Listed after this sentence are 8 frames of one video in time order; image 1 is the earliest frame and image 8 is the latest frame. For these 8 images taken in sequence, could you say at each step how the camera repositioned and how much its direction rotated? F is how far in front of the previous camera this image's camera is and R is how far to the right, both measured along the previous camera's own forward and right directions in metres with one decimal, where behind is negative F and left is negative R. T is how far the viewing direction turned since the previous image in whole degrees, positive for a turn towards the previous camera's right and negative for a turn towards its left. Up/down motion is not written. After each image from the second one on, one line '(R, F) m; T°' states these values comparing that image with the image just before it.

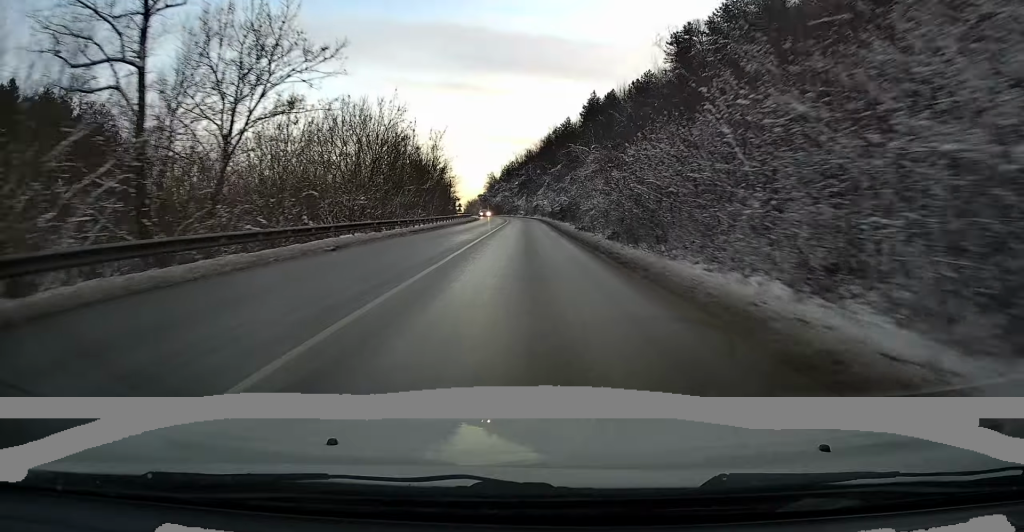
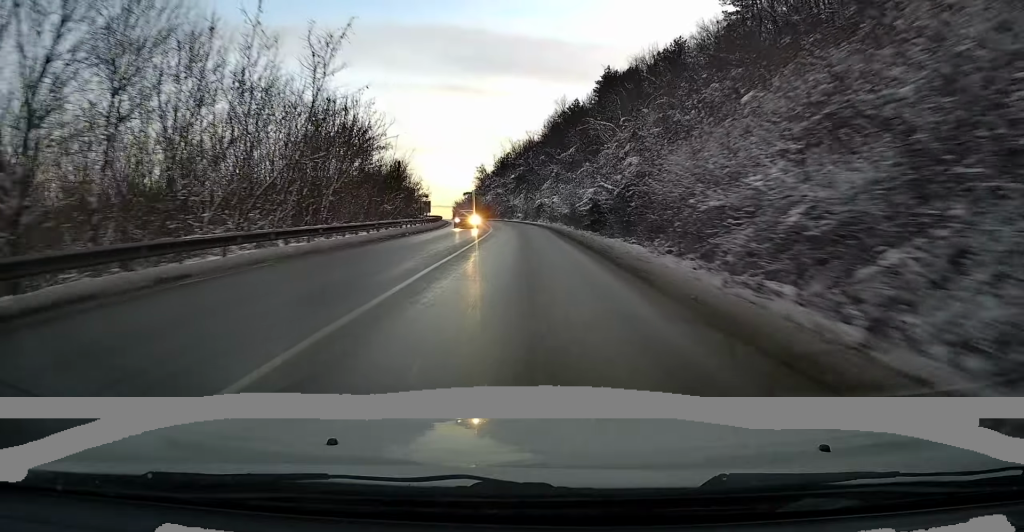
(-0.4, +34.9) m; -1°
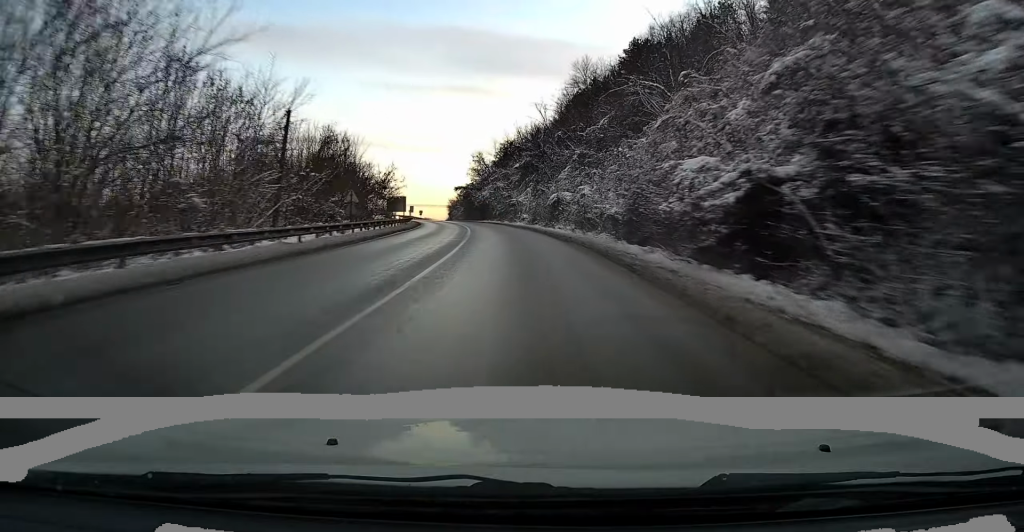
(+0.1, +26.2) m; -1°
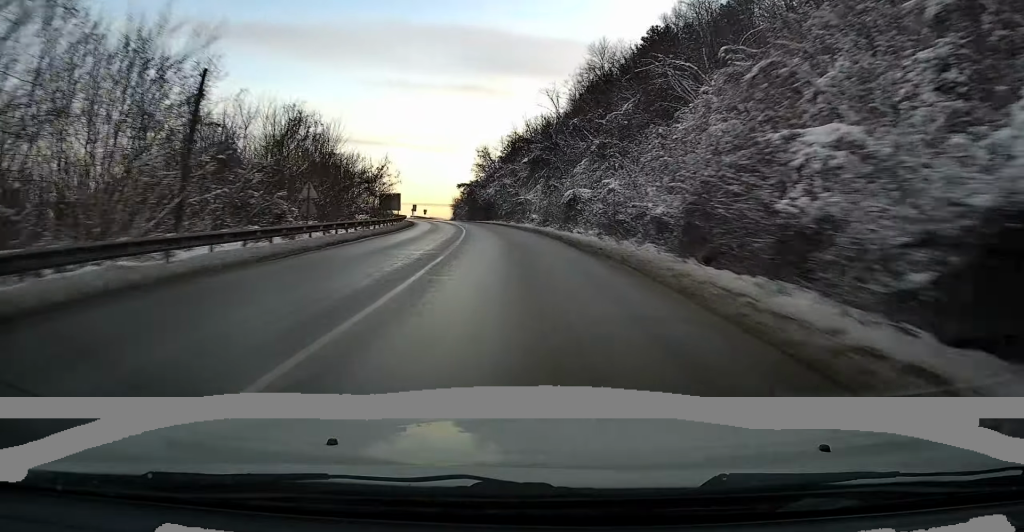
(+0.1, +8.4) m; -1°
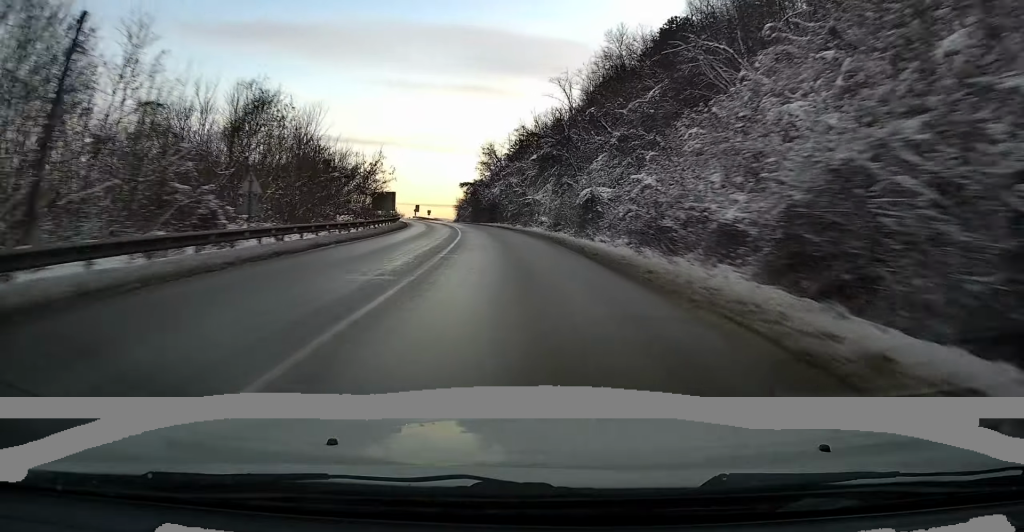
(-0.2, +6.6) m; -1°
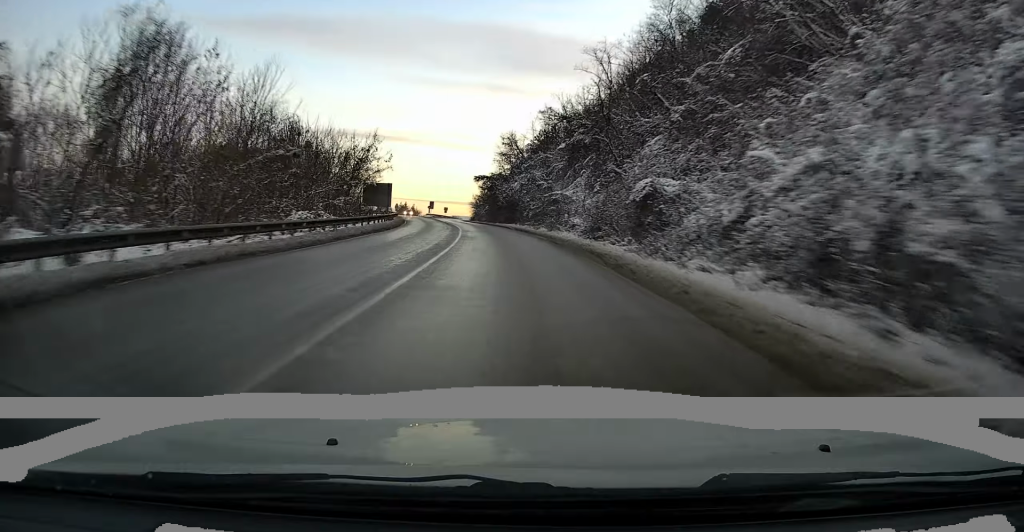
(-0.2, +11.6) m; -1°
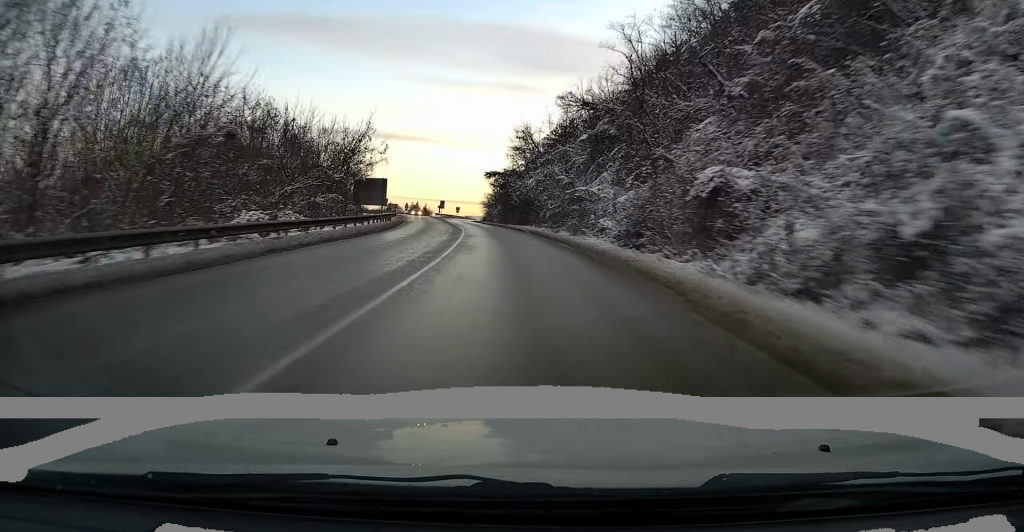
(0.0, +7.0) m; -1°
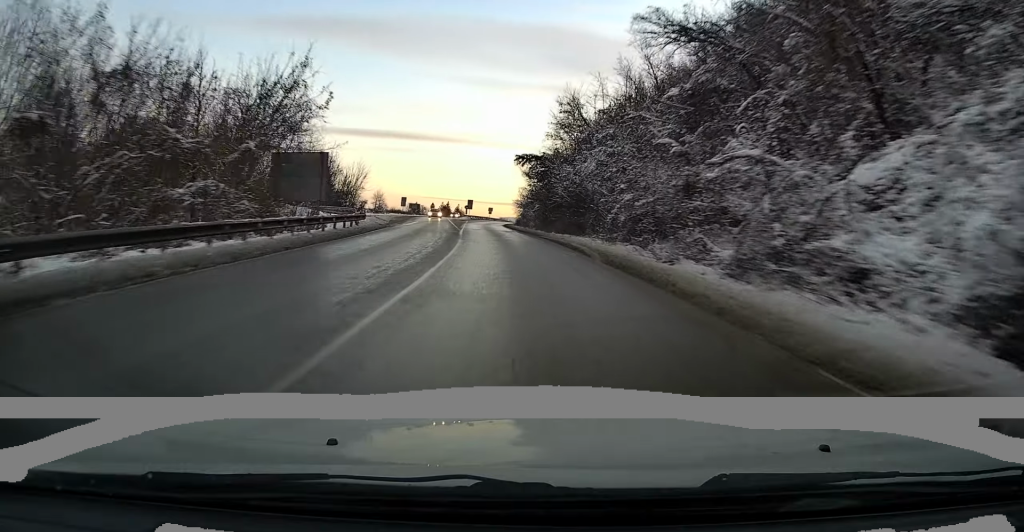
(-0.4, +20.2) m; -4°
